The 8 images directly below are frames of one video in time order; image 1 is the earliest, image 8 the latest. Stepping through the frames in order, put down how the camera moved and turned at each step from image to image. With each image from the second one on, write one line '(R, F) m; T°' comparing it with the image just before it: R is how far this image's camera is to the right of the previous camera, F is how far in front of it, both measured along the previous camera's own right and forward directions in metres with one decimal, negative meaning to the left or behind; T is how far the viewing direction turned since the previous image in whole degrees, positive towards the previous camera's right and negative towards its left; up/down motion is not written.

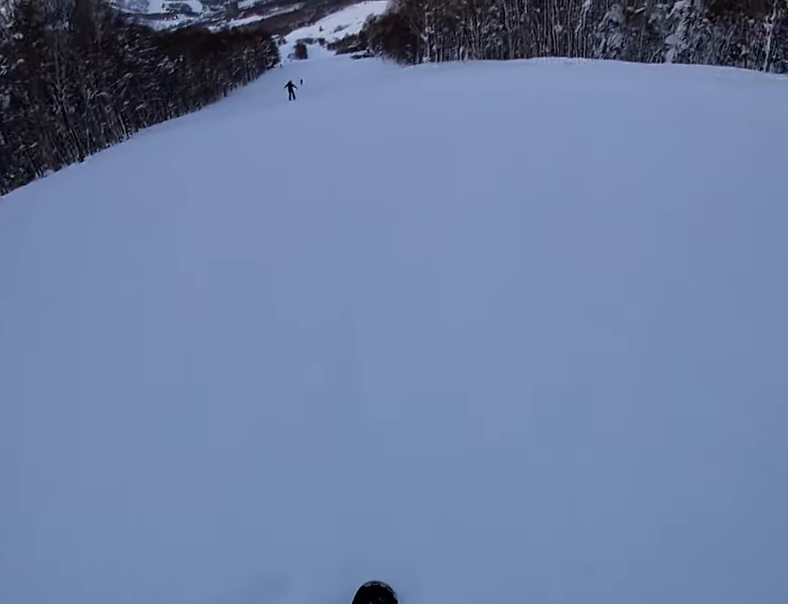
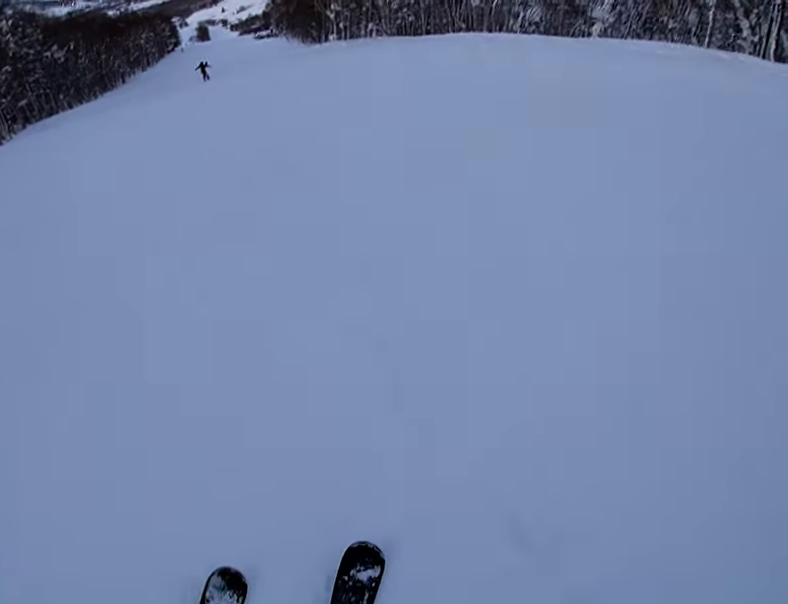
(+0.5, +3.6) m; +8°
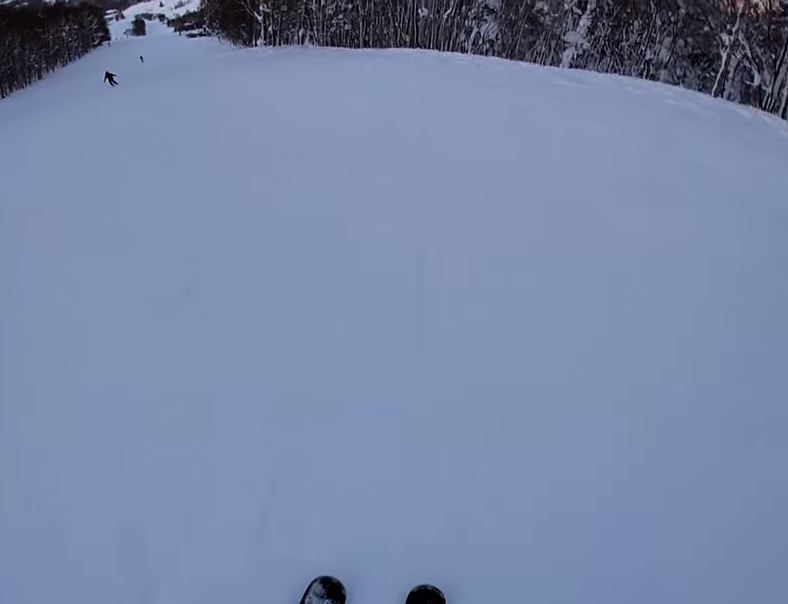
(+1.3, +7.7) m; +3°
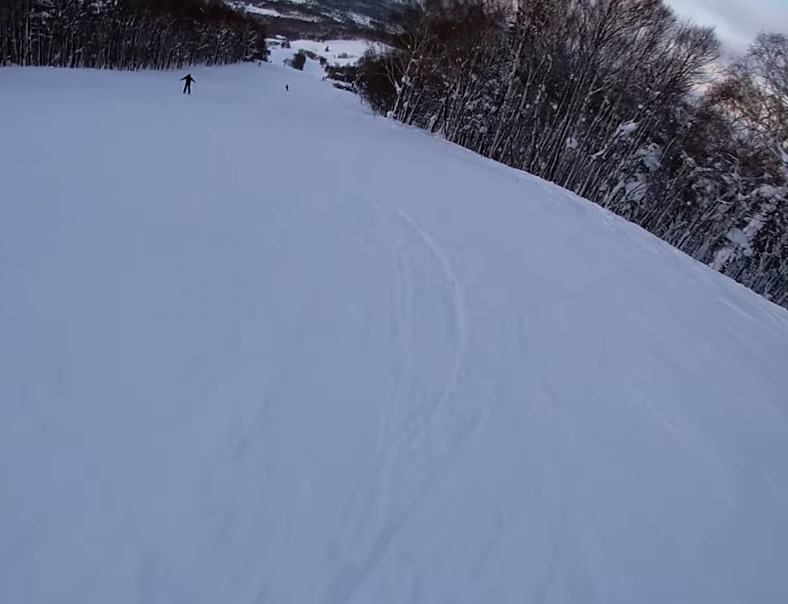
(-0.5, +7.0) m; -11°
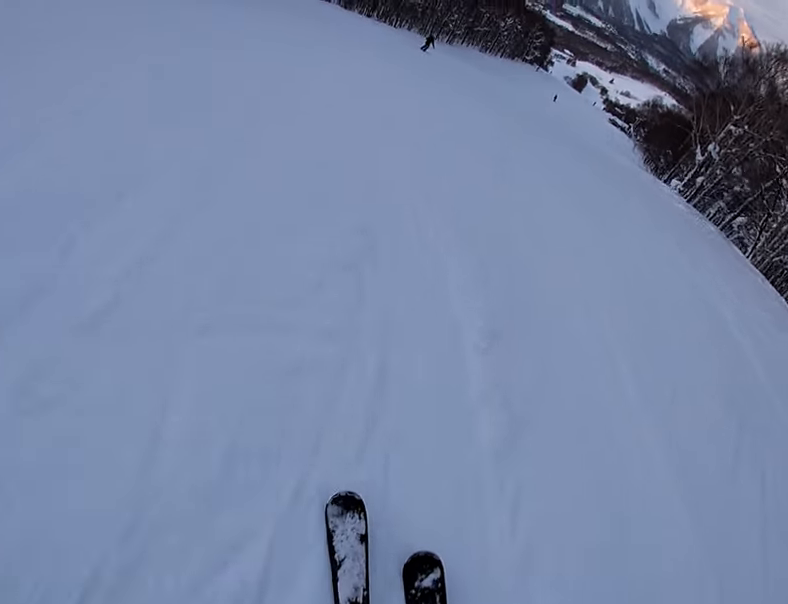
(-2.6, +11.6) m; -24°
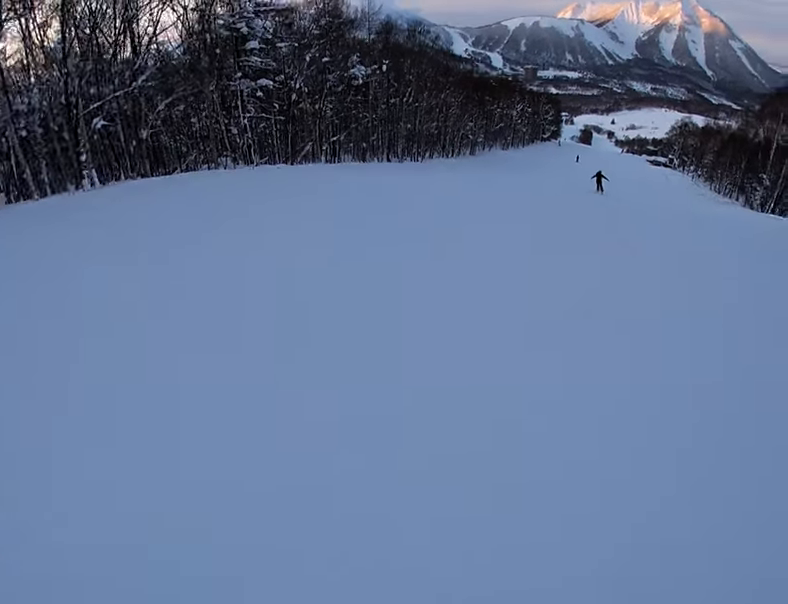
(-2.7, +13.7) m; -6°
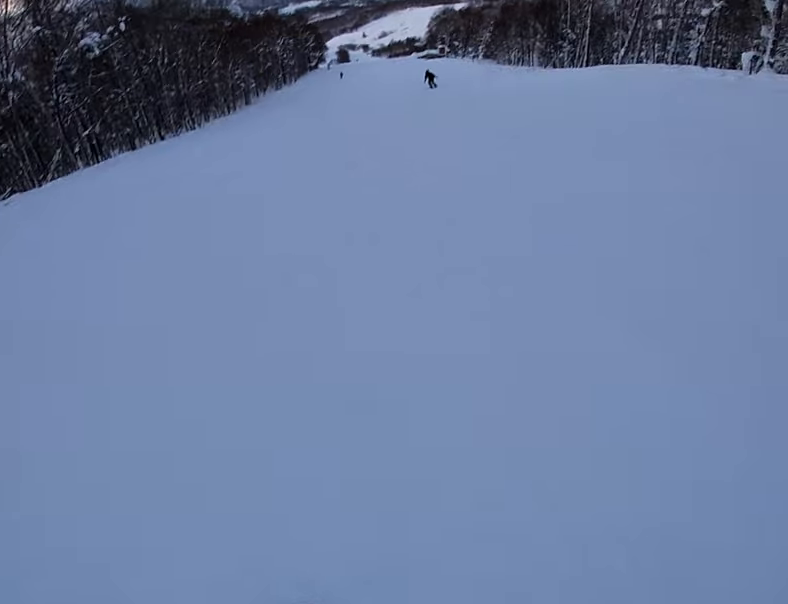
(+1.4, +9.5) m; +22°
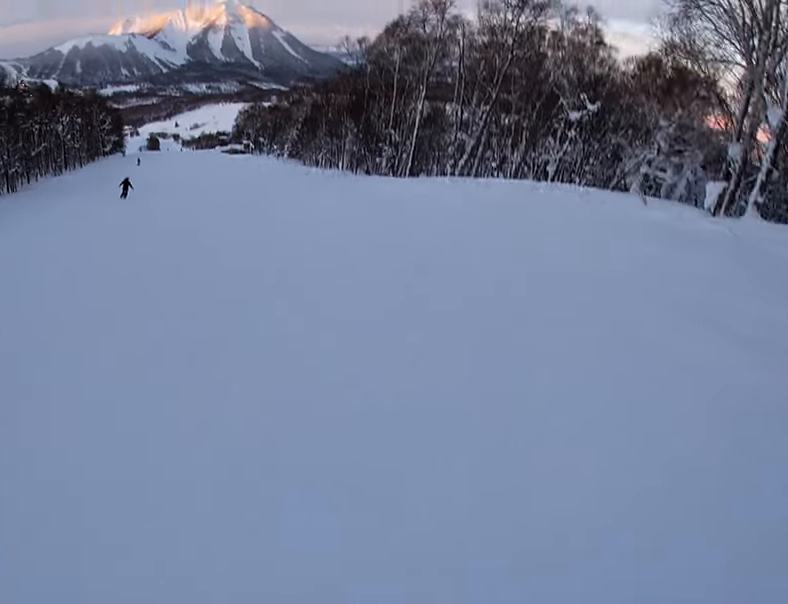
(+5.1, +15.6) m; +21°
